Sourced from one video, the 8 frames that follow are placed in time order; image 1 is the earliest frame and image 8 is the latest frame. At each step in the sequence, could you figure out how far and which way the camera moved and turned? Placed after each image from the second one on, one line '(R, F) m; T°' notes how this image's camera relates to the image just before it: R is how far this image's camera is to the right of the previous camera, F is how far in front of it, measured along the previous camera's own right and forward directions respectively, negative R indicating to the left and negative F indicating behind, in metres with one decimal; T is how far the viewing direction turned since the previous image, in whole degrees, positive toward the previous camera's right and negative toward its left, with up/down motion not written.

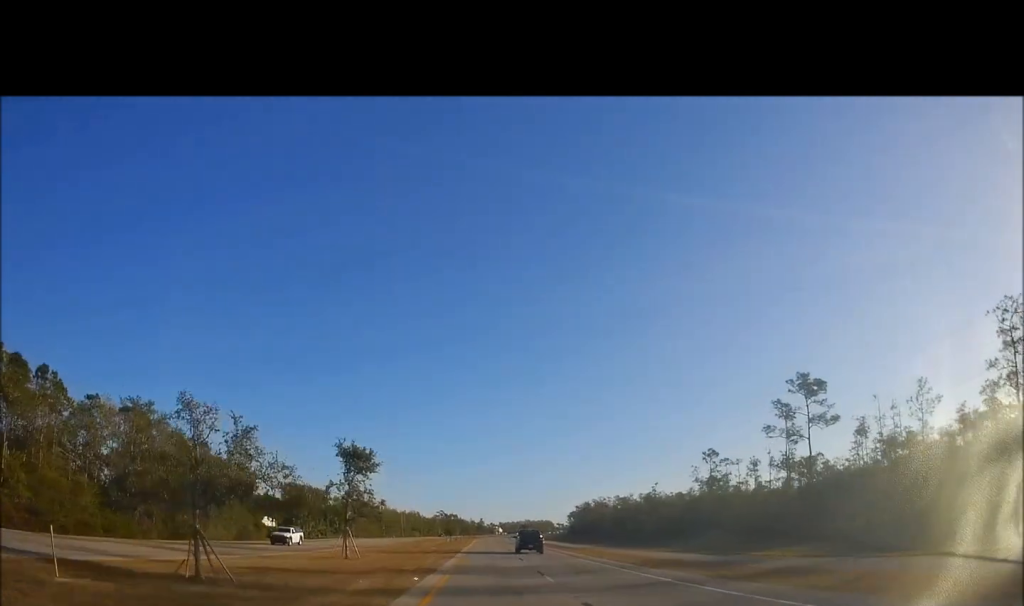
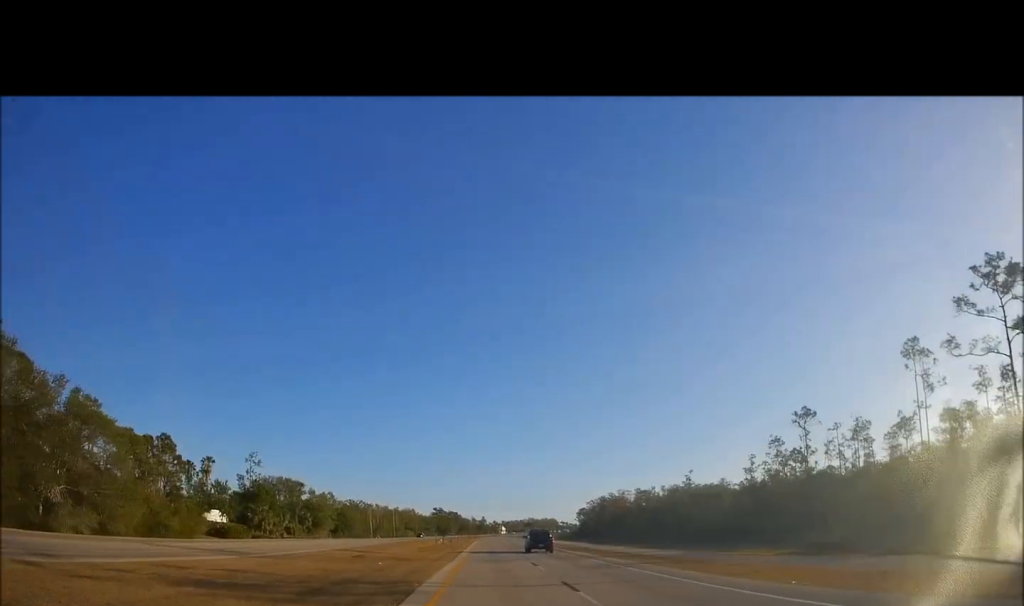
(+0.4, +31.4) m; -1°
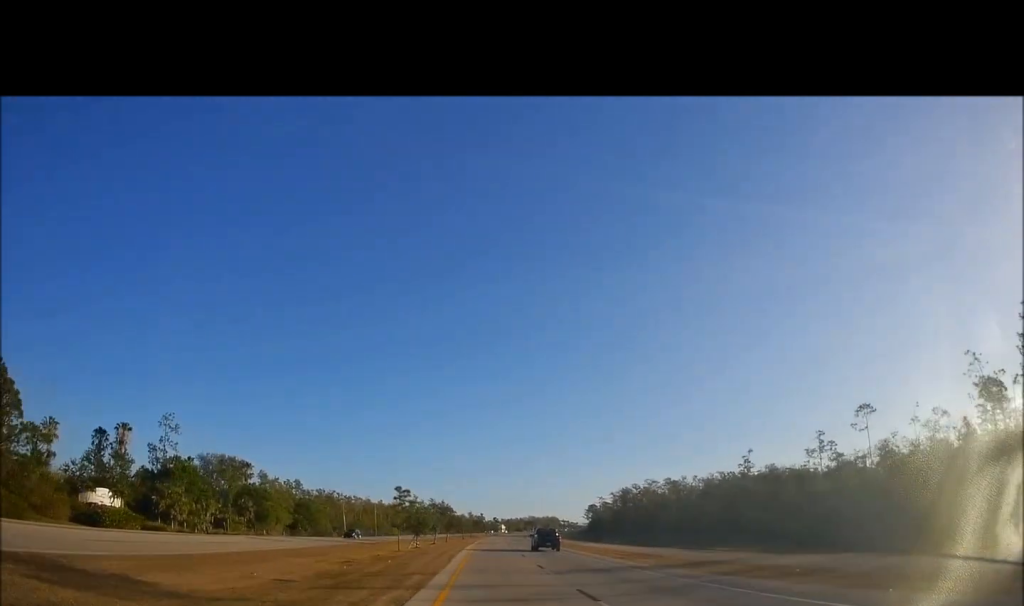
(-0.5, +38.7) m; +1°
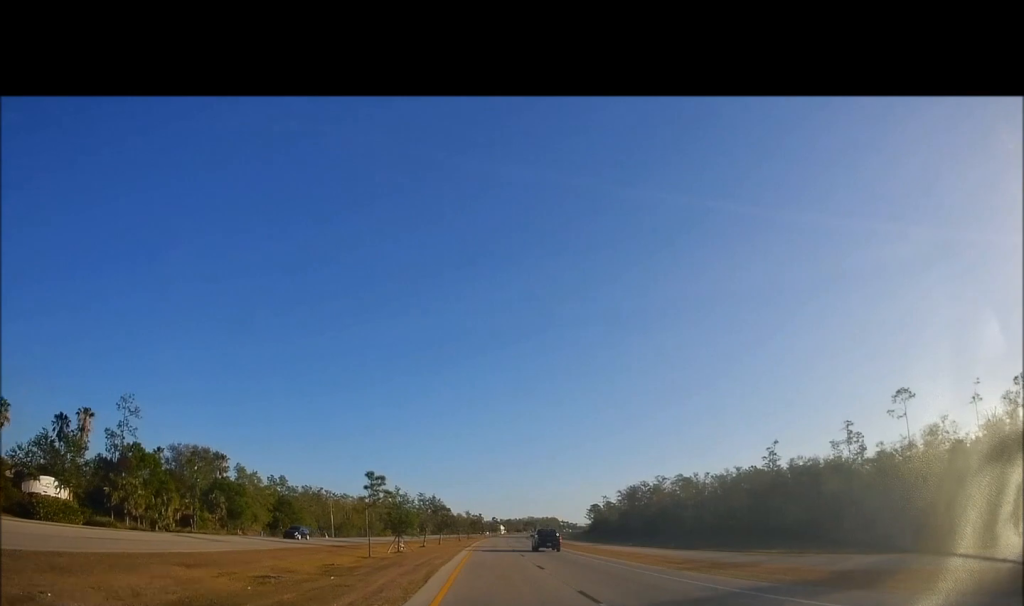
(+0.4, +12.6) m; +1°
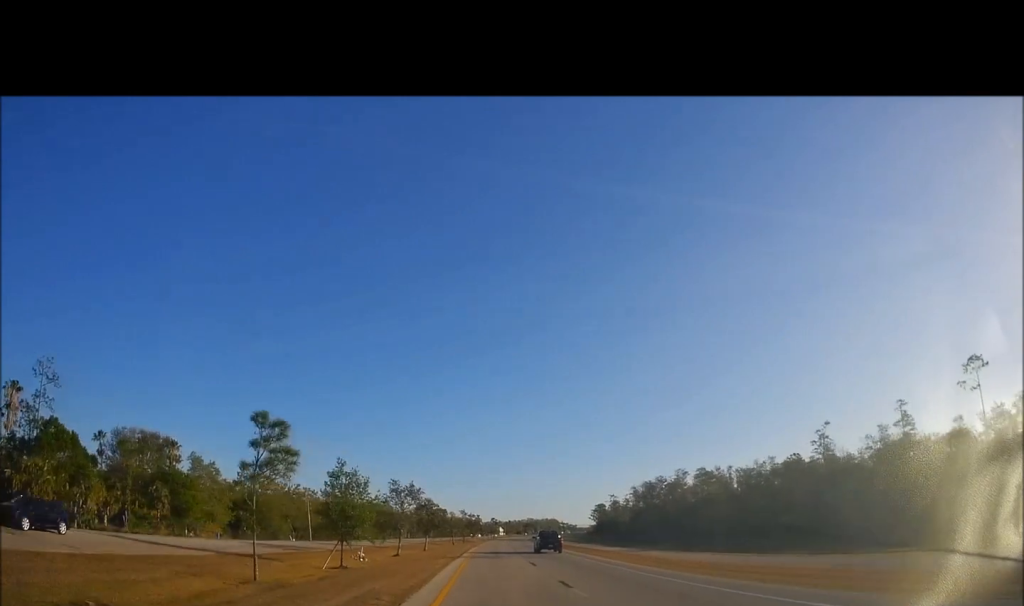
(-0.5, +19.9) m; -1°
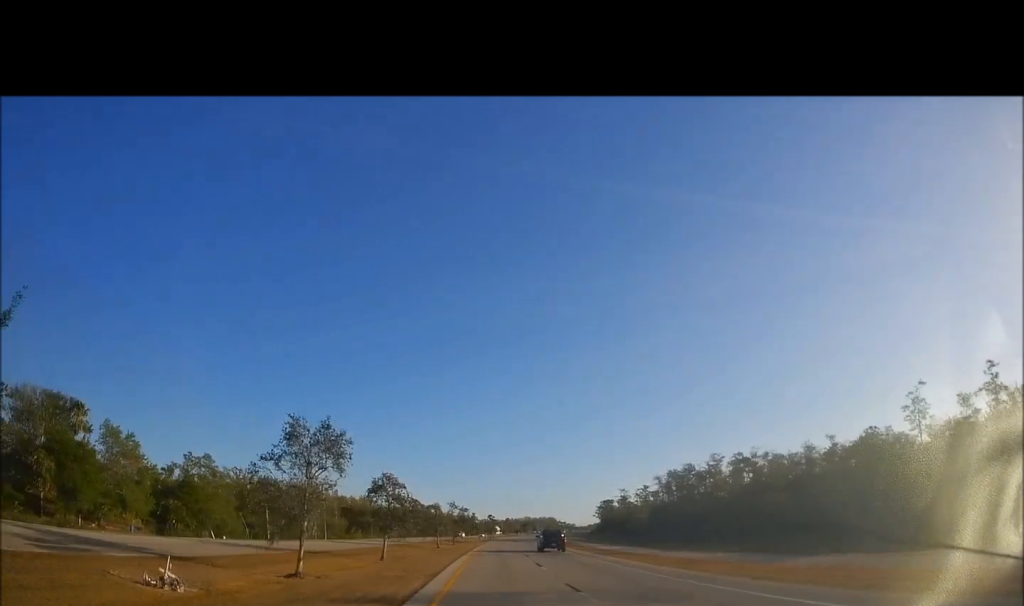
(-0.2, +26.3) m; +1°
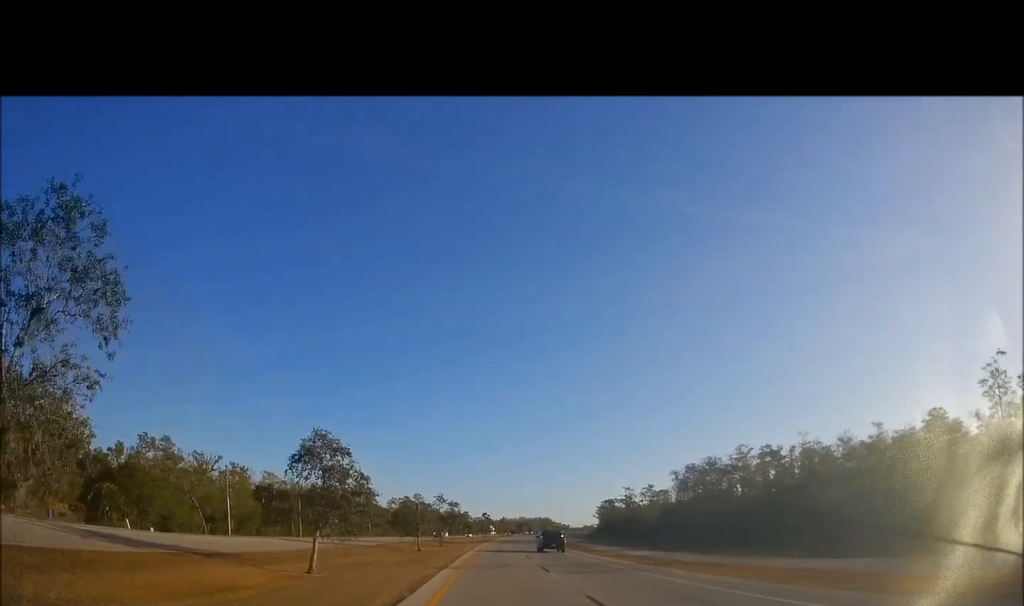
(+0.2, +16.4) m; +1°
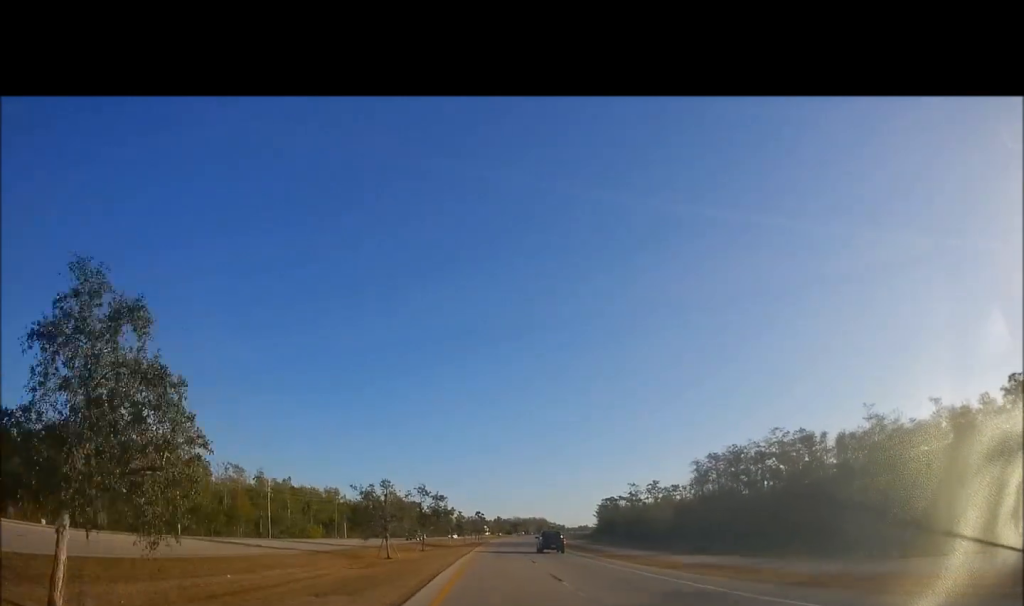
(+0.6, +16.4) m; 0°
